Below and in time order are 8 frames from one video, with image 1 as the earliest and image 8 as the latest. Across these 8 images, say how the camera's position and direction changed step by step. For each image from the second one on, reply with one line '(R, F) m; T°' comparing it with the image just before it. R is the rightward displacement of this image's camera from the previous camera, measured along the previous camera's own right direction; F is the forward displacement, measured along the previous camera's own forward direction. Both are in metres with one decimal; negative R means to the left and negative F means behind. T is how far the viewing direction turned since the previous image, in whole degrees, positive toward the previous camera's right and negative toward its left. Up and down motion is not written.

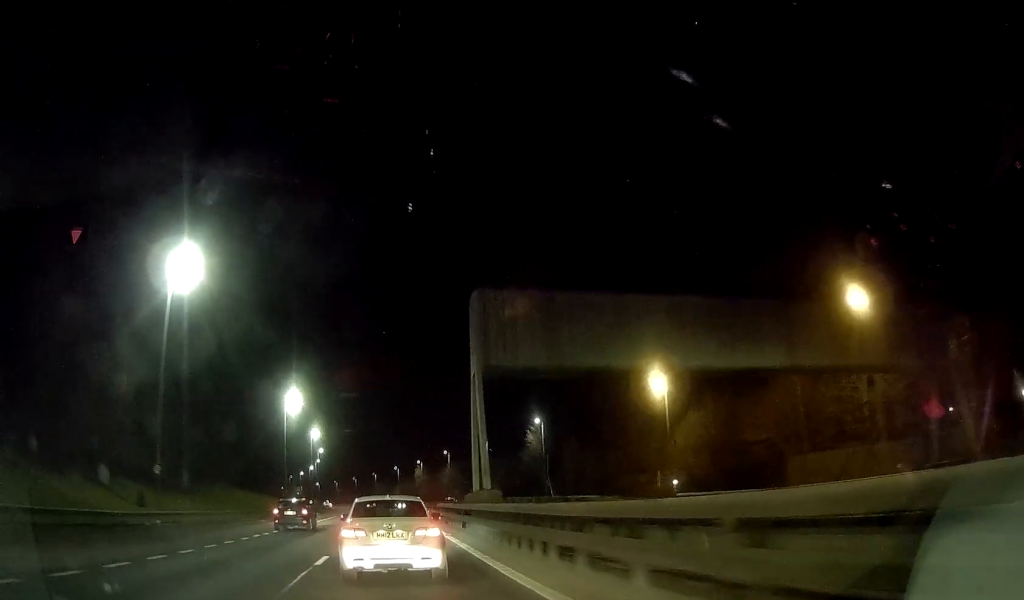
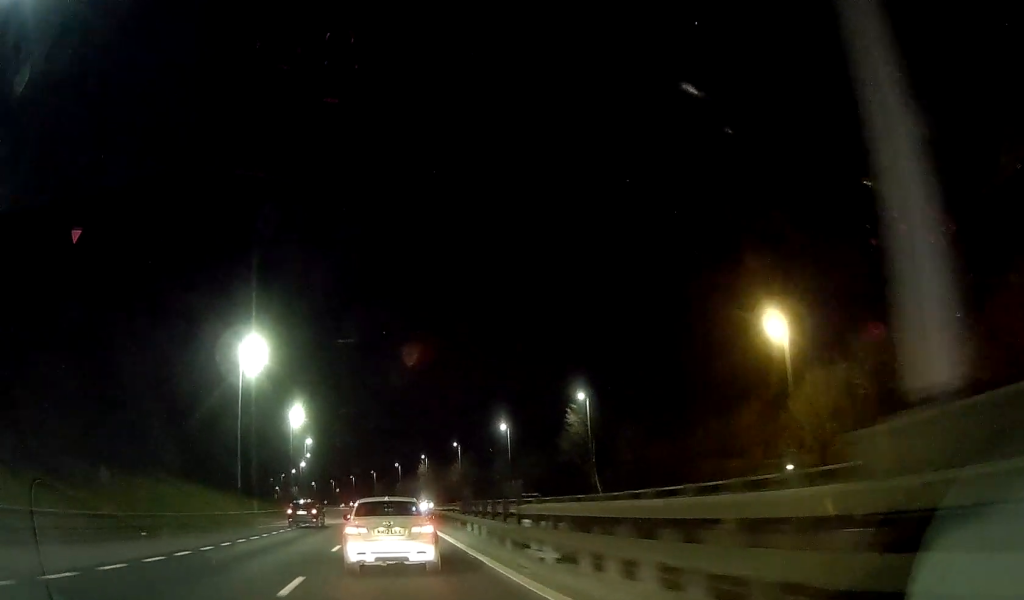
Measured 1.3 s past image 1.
(-0.5, +21.4) m; -1°
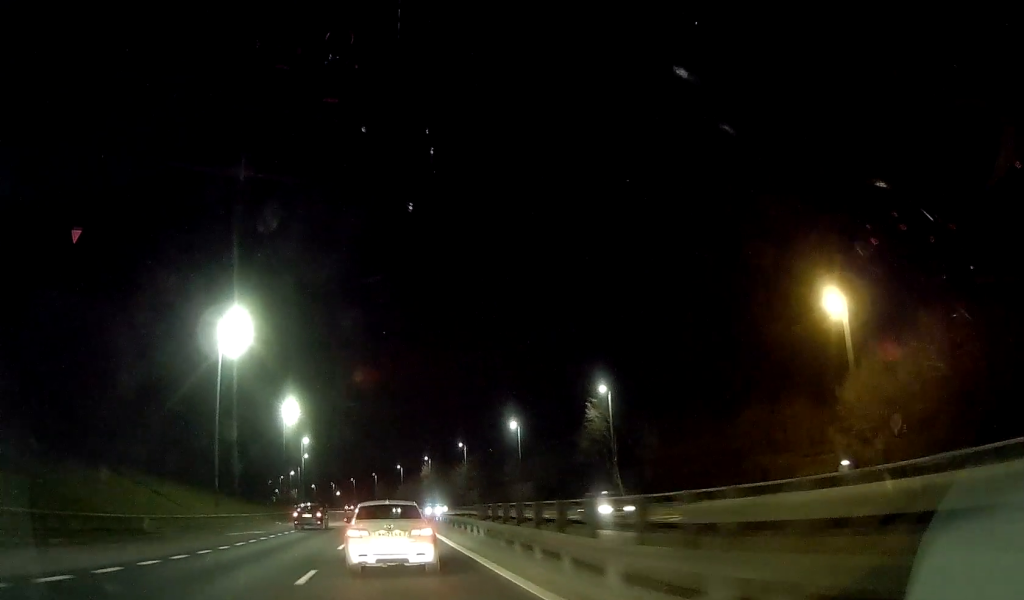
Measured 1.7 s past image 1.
(0.0, +6.6) m; 0°
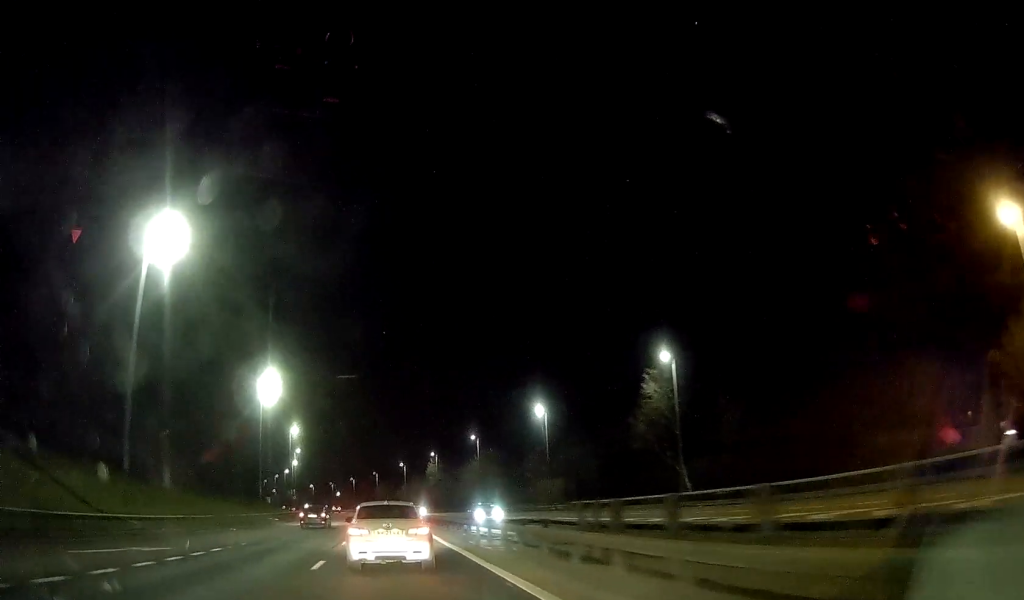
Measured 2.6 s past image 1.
(+0.4, +14.6) m; 0°
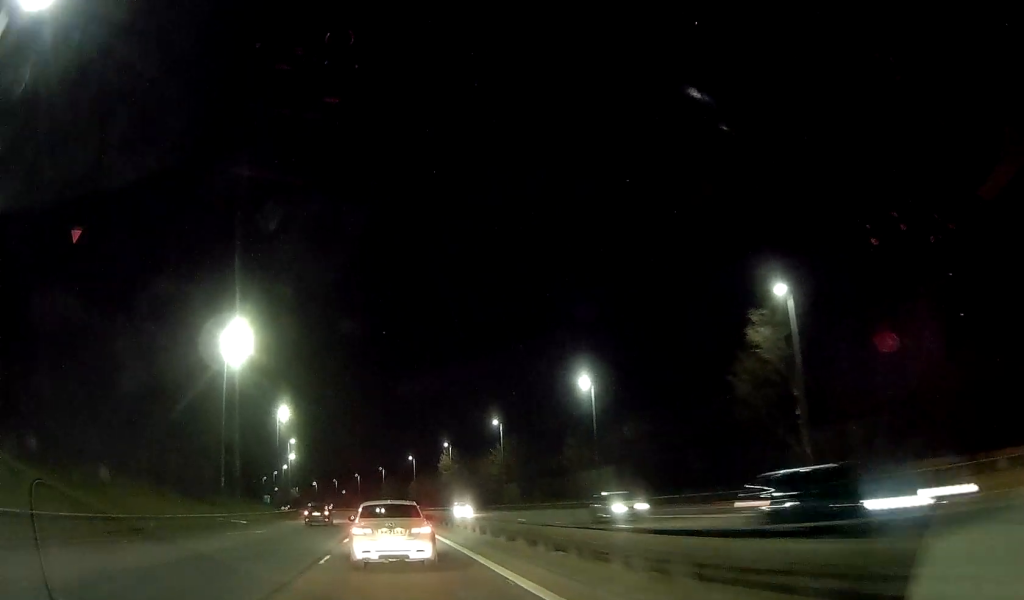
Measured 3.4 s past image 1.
(-0.3, +15.3) m; -1°
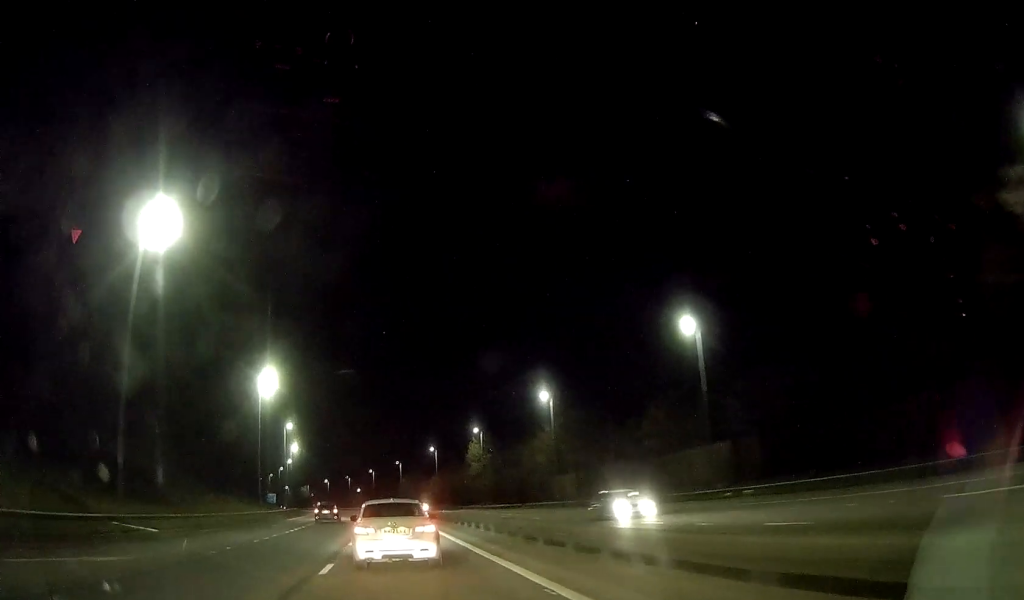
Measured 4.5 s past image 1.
(+0.1, +19.2) m; +1°
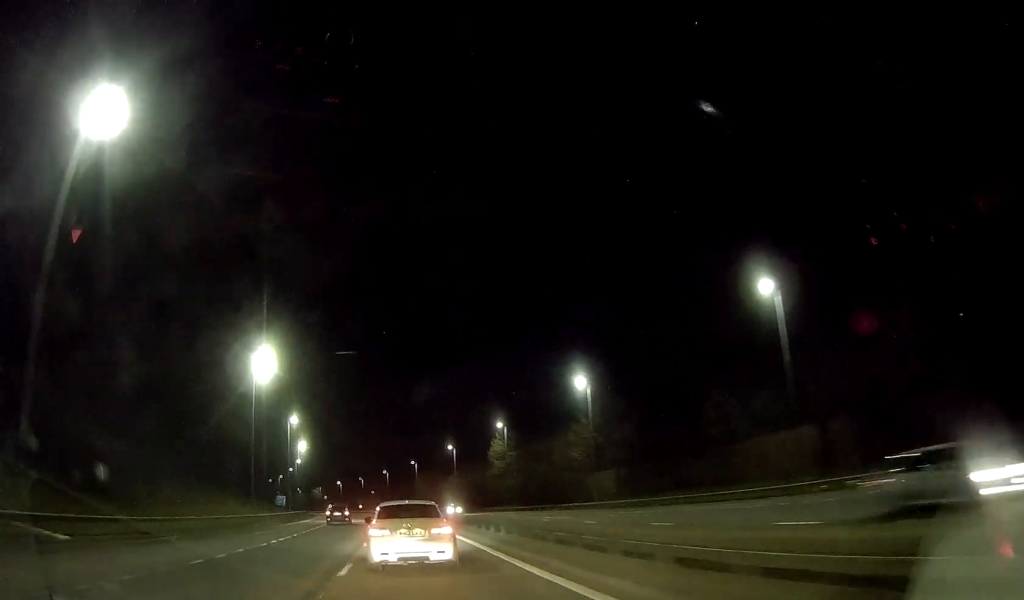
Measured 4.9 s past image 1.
(0.0, +8.5) m; 0°
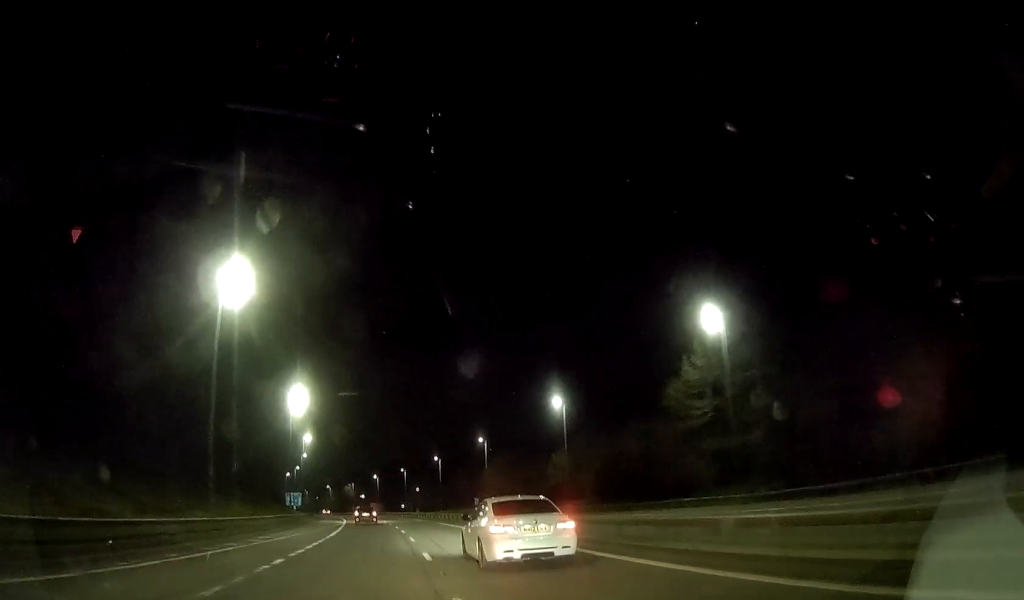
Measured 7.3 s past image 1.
(-1.9, +49.9) m; -6°
